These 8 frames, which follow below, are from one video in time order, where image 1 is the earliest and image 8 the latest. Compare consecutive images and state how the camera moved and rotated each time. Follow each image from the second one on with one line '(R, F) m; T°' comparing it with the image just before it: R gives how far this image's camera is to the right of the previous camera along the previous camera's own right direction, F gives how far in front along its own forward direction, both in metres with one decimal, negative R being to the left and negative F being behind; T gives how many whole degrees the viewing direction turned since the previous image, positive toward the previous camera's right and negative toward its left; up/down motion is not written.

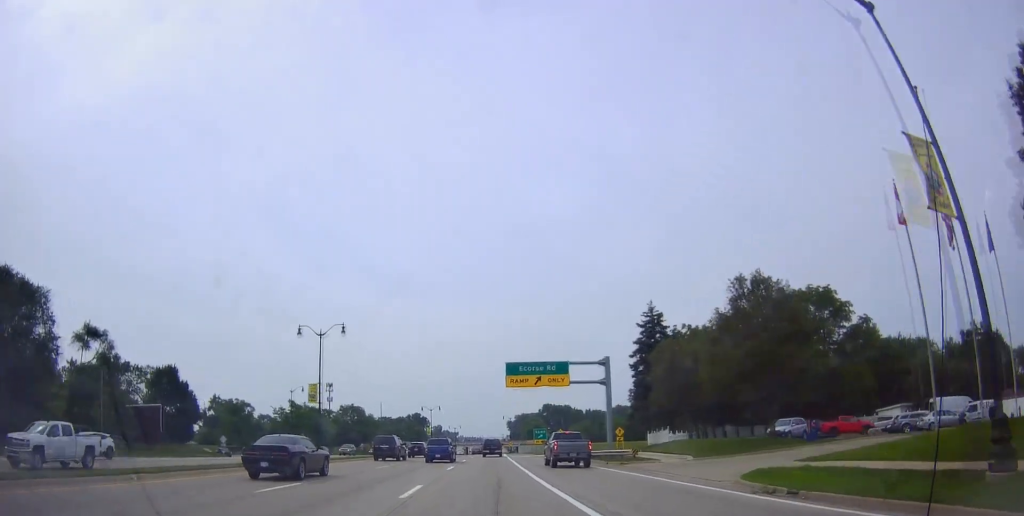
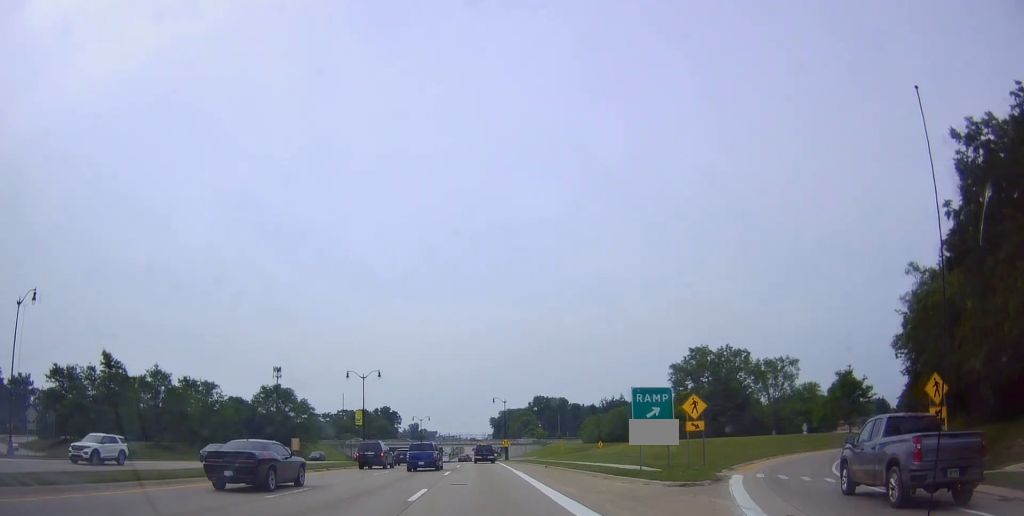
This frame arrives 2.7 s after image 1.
(+1.5, +62.1) m; +3°
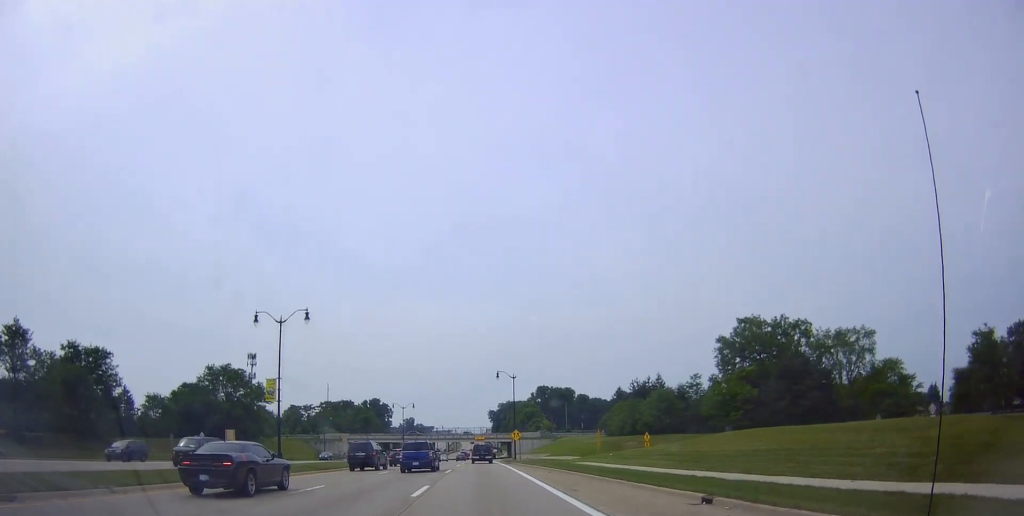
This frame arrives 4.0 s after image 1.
(-0.1, +30.5) m; -1°
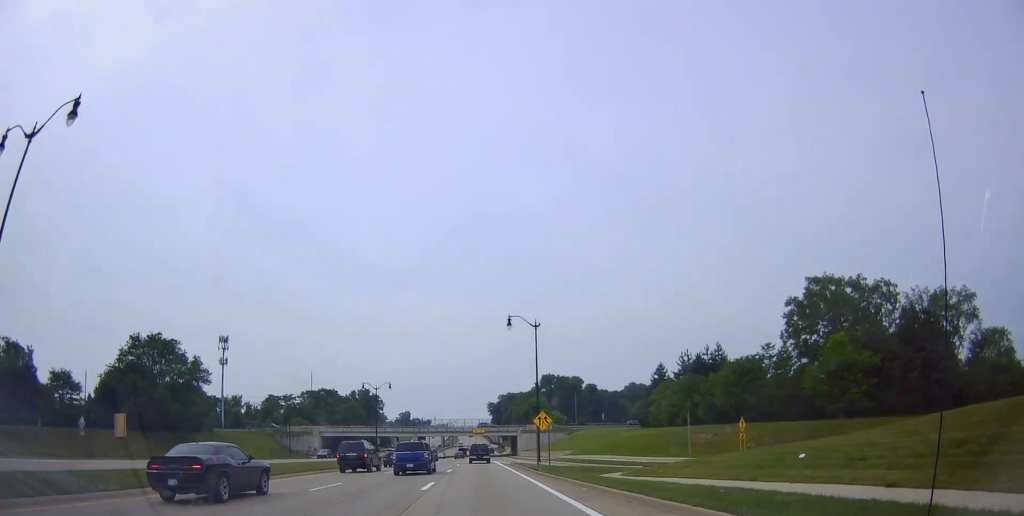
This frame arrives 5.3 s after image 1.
(+0.2, +28.7) m; +1°
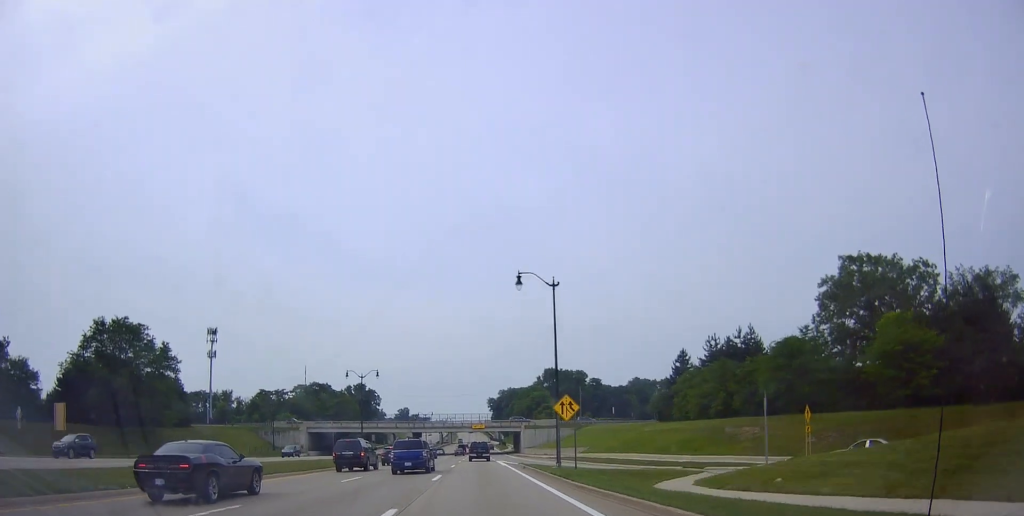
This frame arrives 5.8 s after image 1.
(0.0, +10.6) m; 0°
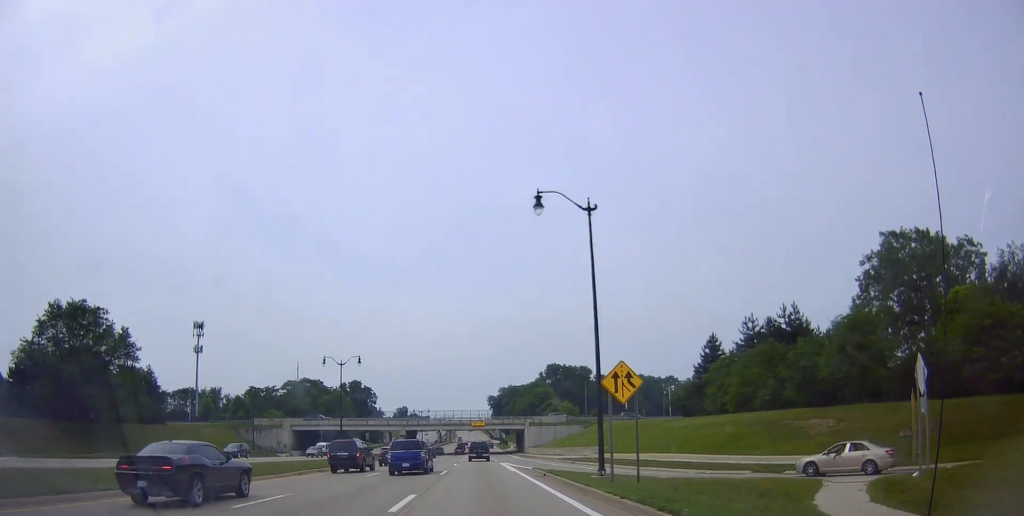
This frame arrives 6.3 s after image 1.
(-0.2, +11.4) m; 0°
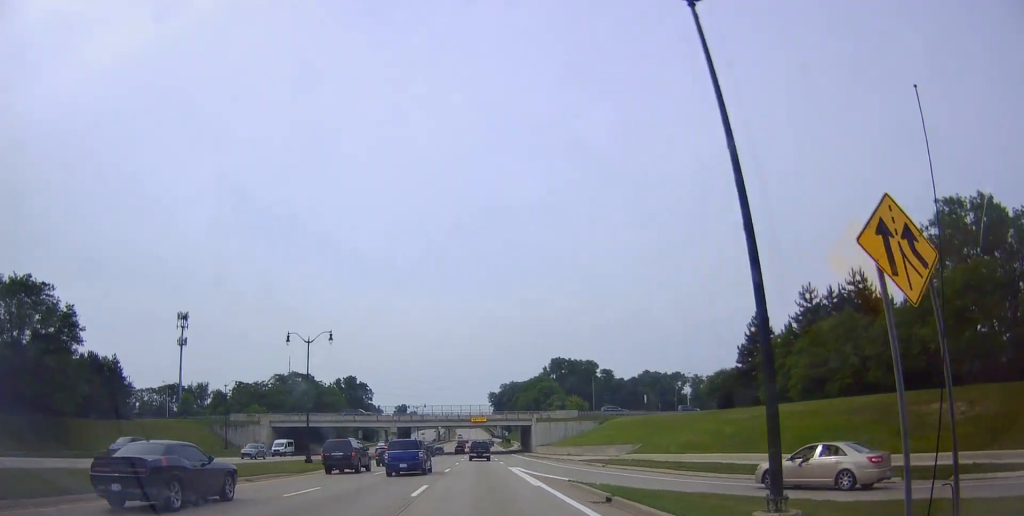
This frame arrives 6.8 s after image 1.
(0.0, +12.8) m; 0°
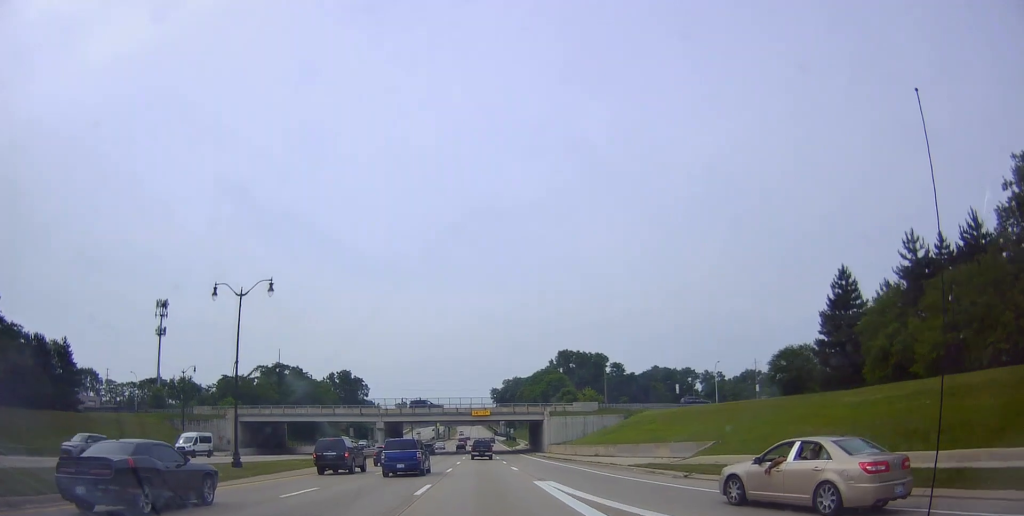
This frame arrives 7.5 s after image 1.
(+0.2, +15.7) m; +1°
